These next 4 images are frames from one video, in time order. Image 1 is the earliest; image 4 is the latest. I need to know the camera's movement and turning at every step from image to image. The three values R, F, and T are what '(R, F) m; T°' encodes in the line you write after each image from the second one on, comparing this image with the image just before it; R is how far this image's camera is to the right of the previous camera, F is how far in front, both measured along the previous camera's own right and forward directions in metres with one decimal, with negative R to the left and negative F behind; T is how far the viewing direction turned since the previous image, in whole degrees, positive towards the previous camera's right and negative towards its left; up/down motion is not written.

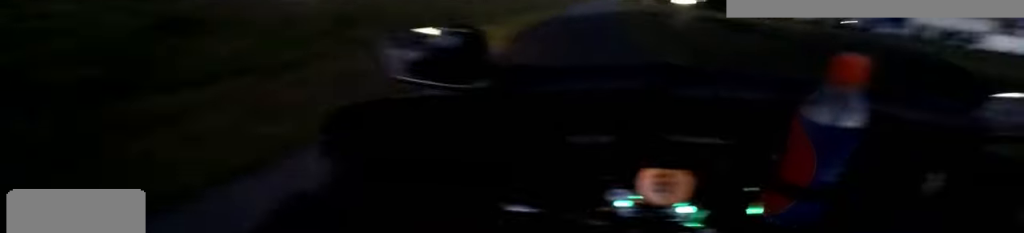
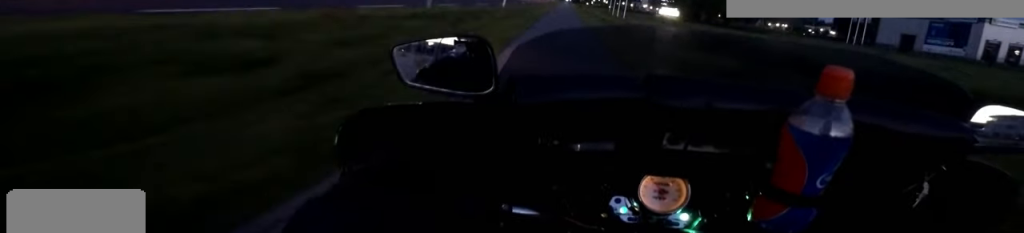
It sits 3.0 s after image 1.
(+1.5, +28.8) m; +4°
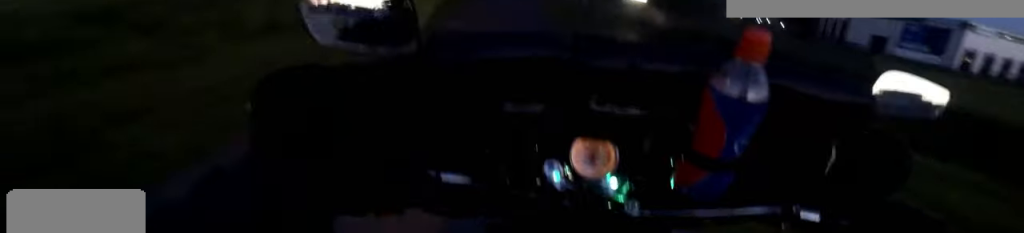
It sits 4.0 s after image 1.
(+0.6, +9.7) m; +4°
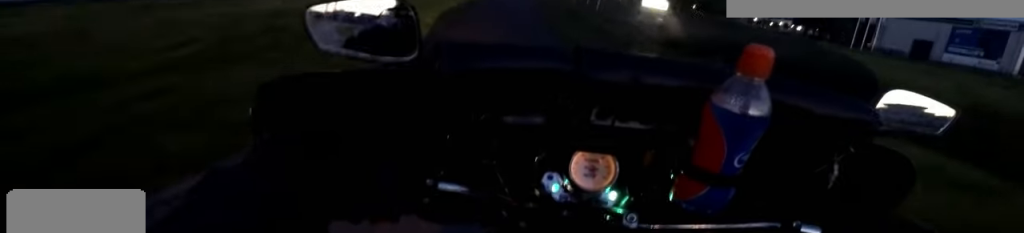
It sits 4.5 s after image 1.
(+0.2, +5.7) m; +1°
